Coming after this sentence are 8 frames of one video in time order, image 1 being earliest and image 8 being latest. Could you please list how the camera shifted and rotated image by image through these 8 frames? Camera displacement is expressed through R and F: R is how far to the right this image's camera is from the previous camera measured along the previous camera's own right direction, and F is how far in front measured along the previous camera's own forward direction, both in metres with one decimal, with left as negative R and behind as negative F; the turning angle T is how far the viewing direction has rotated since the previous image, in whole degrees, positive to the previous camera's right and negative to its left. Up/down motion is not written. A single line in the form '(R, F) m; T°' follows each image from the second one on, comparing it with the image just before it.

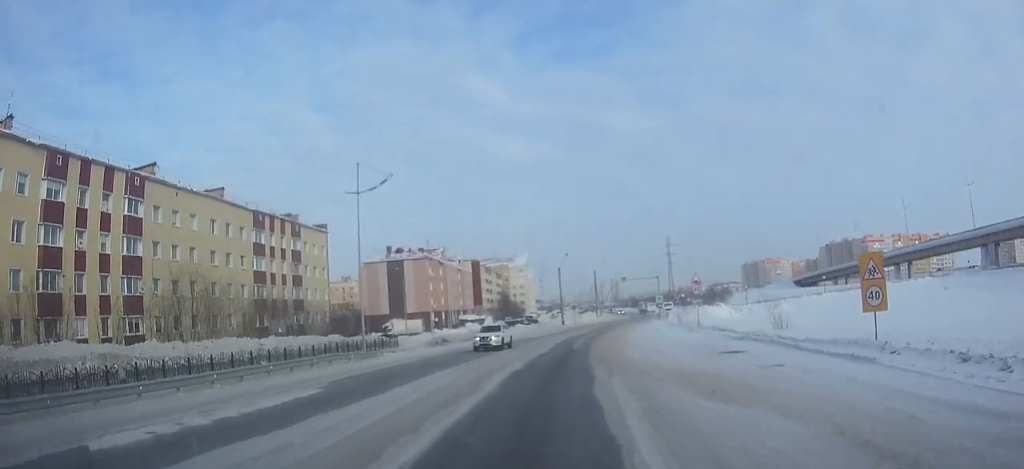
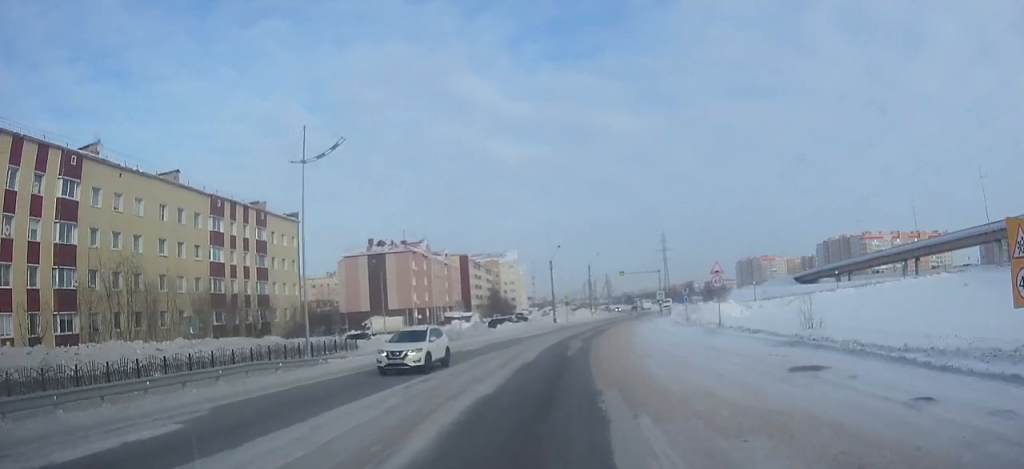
(0.0, +7.4) m; +1°
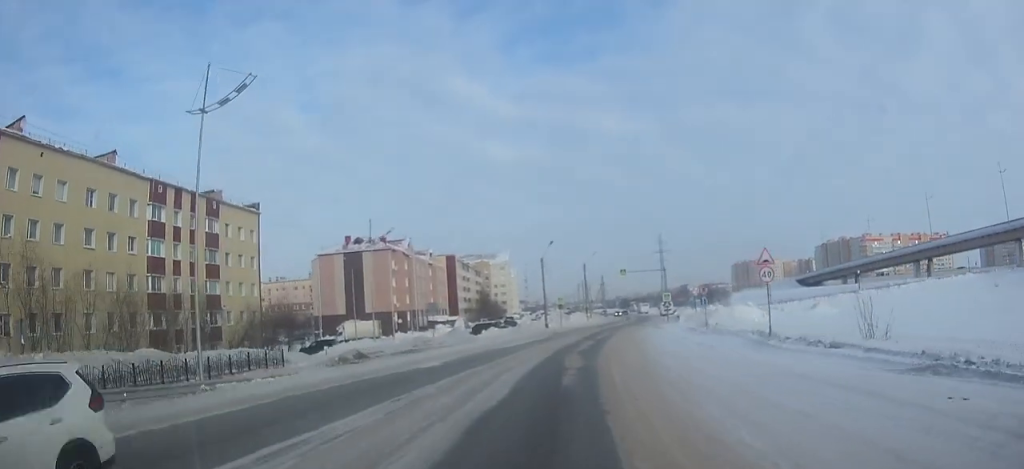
(+0.1, +9.3) m; +1°
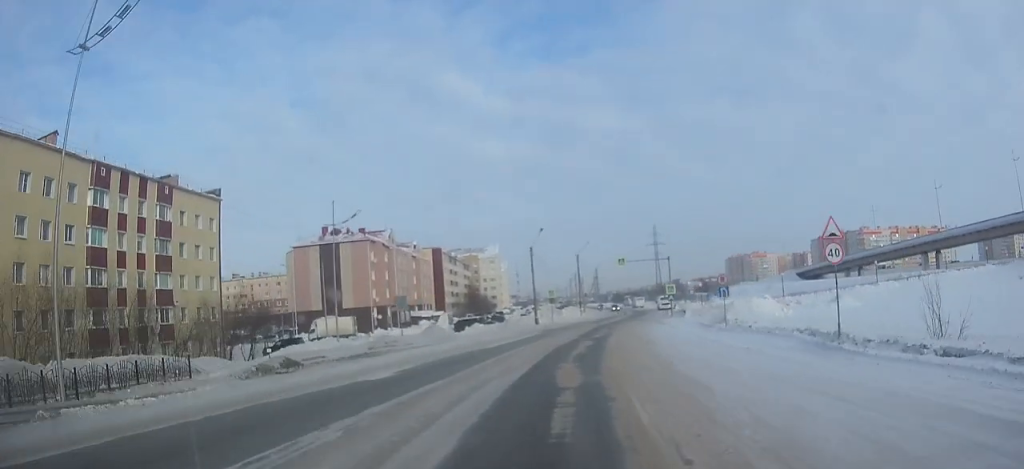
(0.0, +7.2) m; +1°
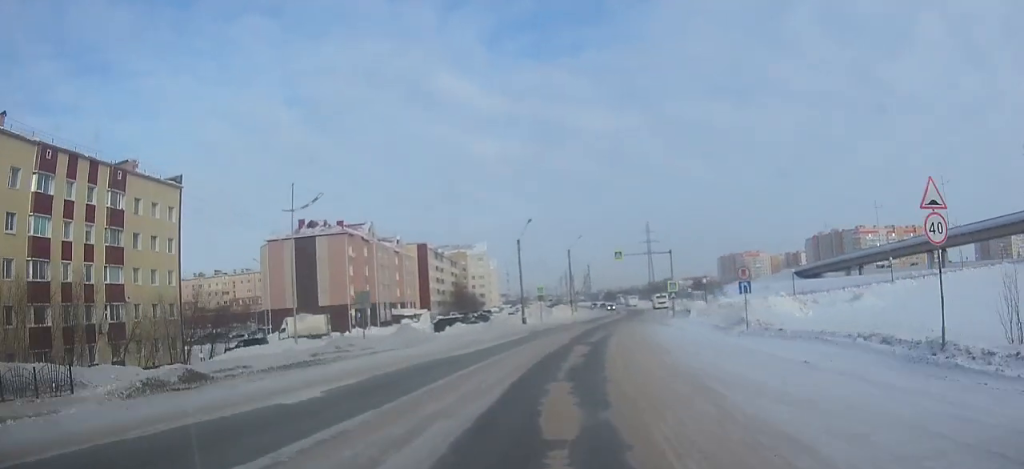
(0.0, +6.1) m; 0°
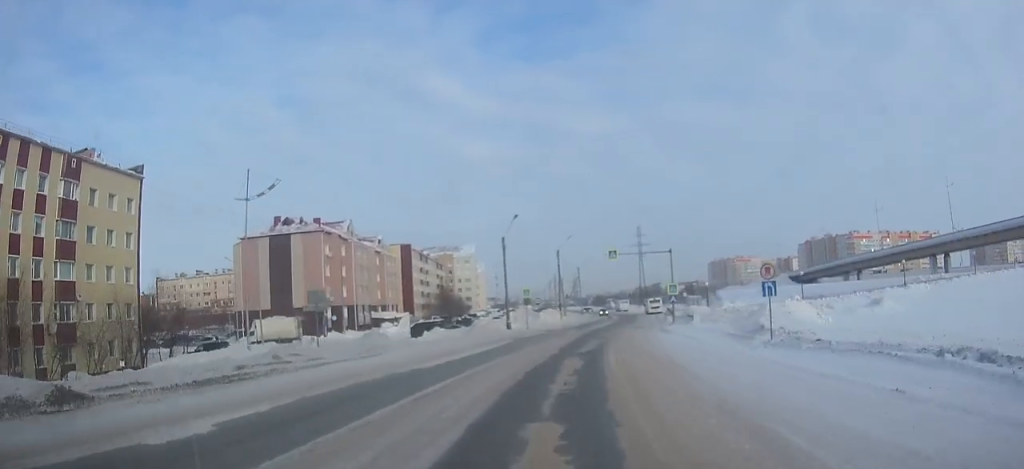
(0.0, +5.4) m; +1°
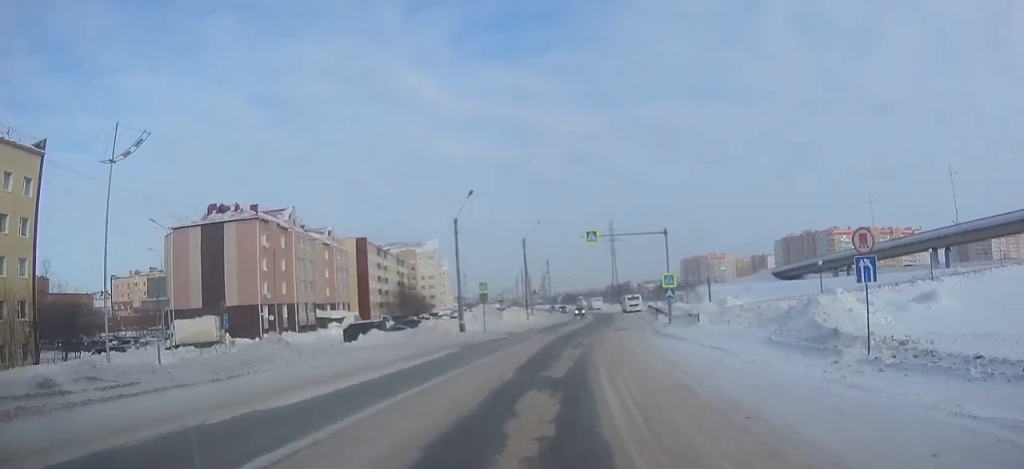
(+0.1, +11.4) m; +2°
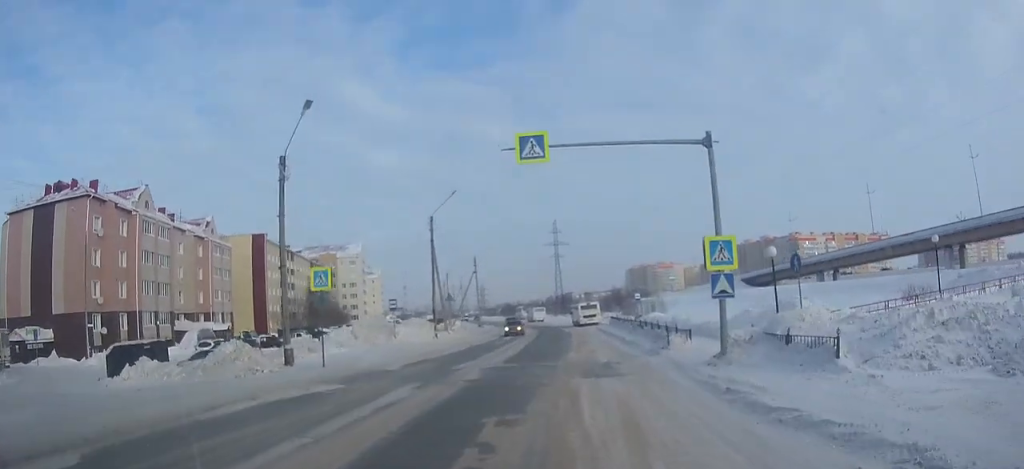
(+1.0, +23.7) m; +6°
